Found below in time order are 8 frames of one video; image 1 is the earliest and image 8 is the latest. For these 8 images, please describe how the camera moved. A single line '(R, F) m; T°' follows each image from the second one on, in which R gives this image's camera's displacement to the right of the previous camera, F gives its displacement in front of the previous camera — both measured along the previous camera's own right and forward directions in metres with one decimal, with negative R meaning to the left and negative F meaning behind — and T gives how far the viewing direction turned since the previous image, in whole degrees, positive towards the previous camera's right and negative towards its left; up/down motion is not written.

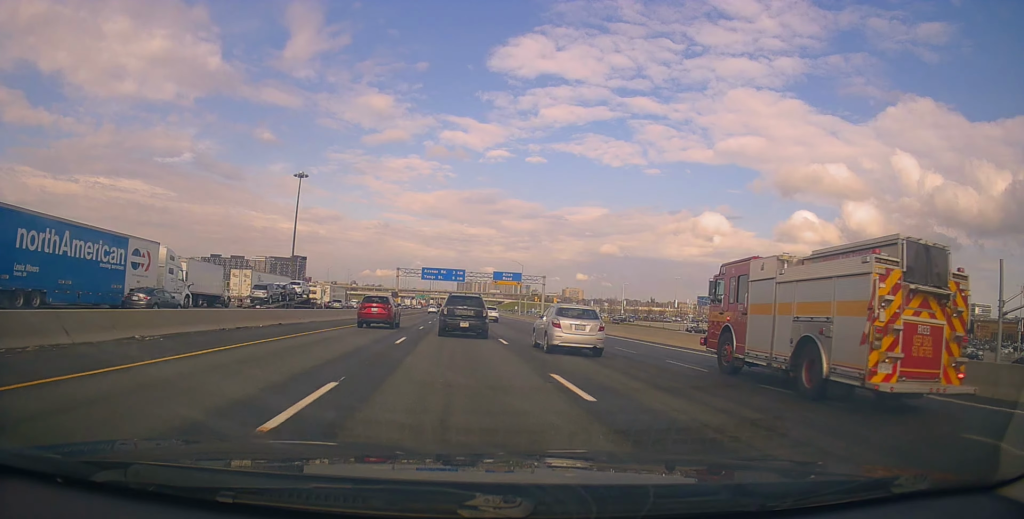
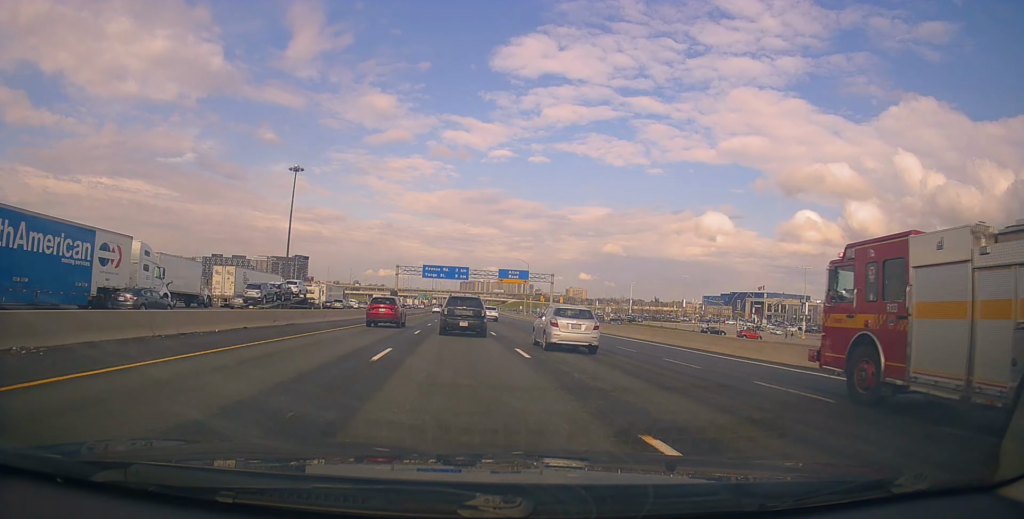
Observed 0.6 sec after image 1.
(0.0, +5.4) m; -2°
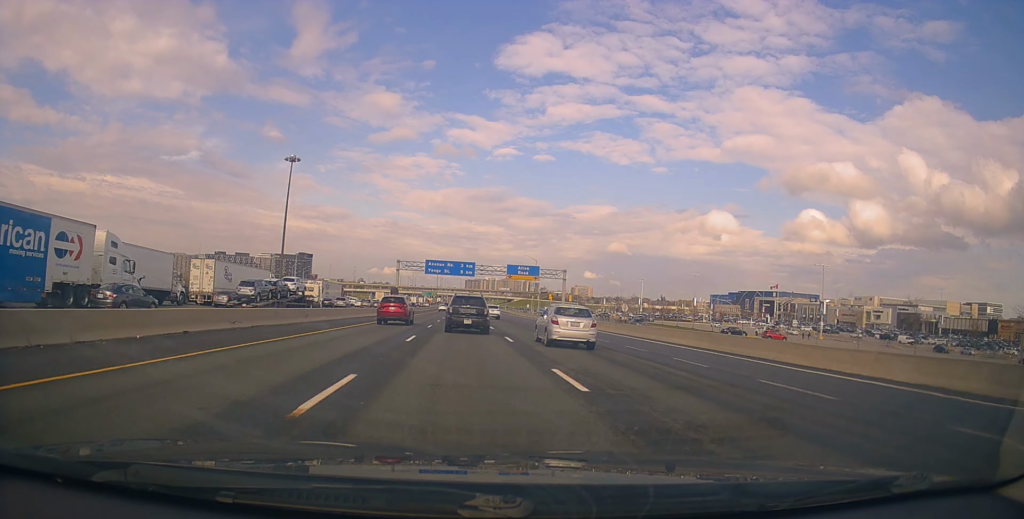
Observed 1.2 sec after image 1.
(-0.2, +6.4) m; -1°
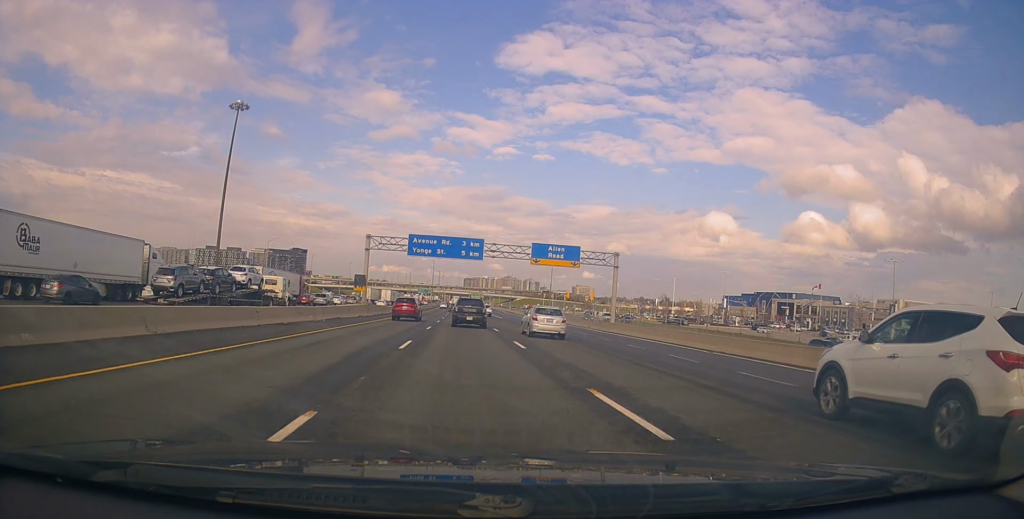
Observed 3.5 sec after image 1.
(-0.7, +28.9) m; +1°
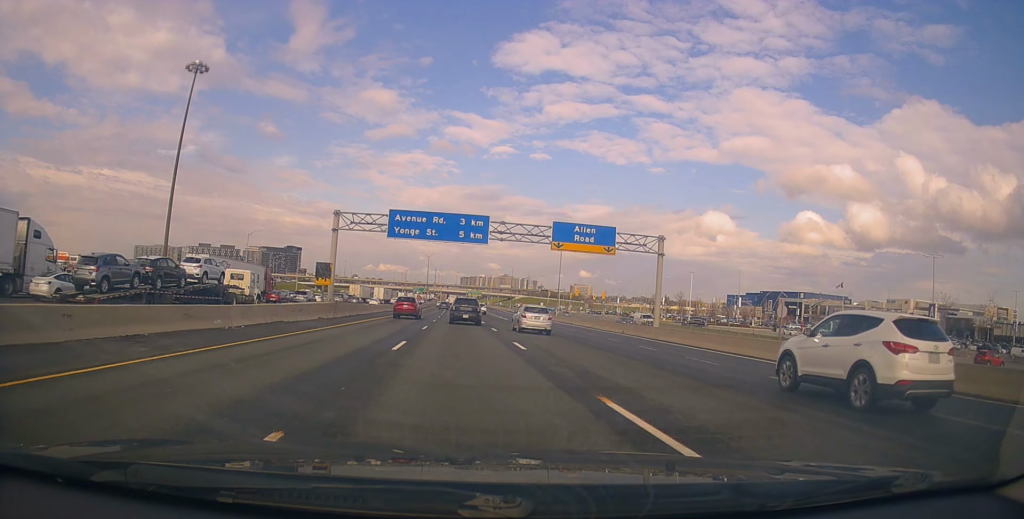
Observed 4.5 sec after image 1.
(+0.6, +14.0) m; +1°
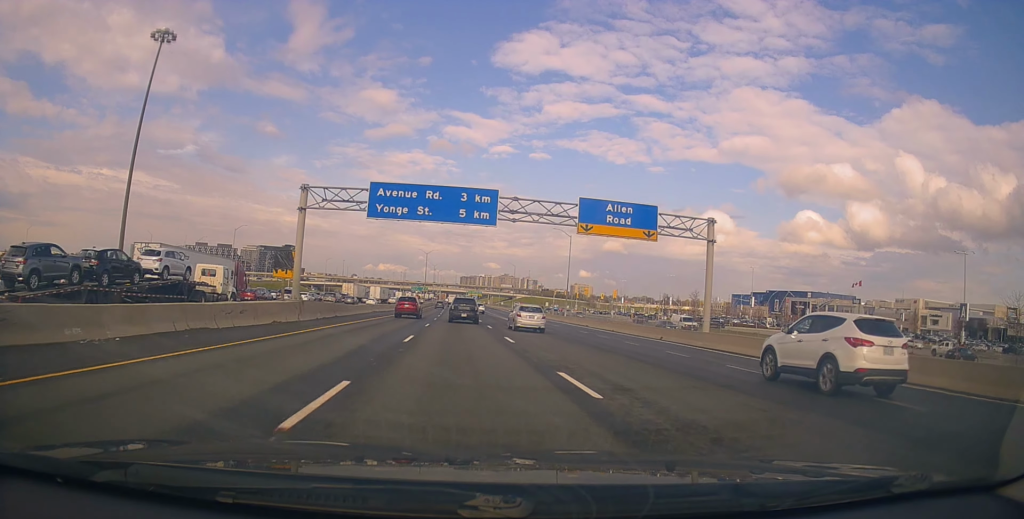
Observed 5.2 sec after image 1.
(-0.3, +9.3) m; 0°
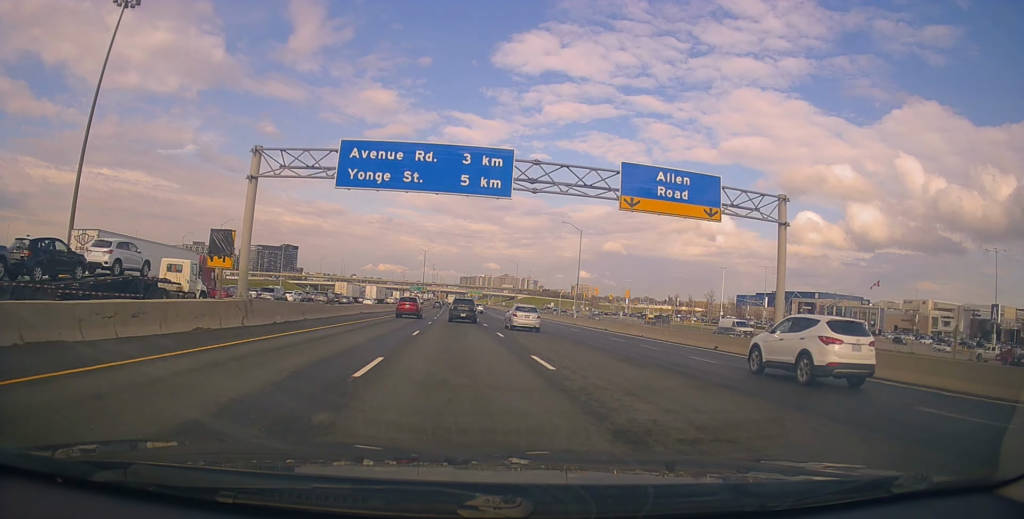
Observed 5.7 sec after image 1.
(-0.1, +9.0) m; 0°
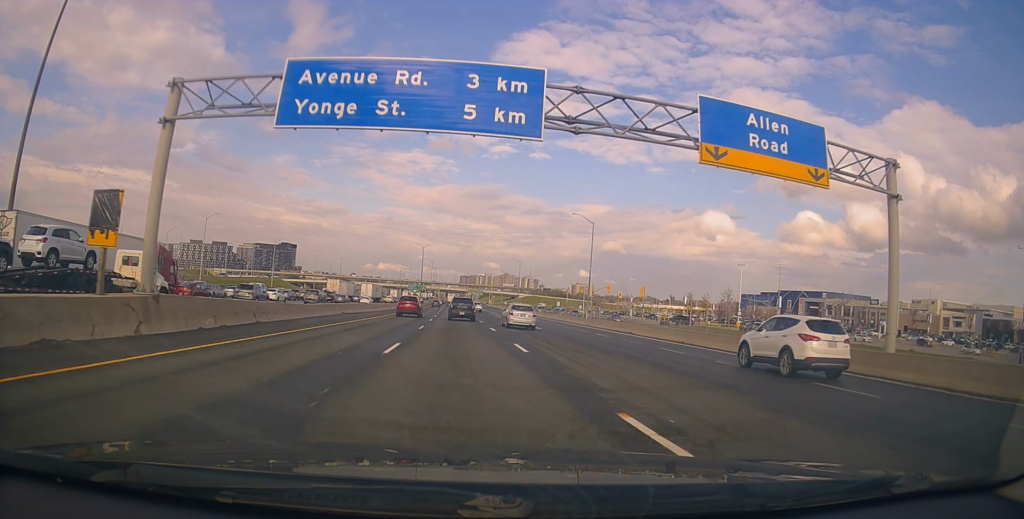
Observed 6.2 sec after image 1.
(+0.1, +8.3) m; 0°
